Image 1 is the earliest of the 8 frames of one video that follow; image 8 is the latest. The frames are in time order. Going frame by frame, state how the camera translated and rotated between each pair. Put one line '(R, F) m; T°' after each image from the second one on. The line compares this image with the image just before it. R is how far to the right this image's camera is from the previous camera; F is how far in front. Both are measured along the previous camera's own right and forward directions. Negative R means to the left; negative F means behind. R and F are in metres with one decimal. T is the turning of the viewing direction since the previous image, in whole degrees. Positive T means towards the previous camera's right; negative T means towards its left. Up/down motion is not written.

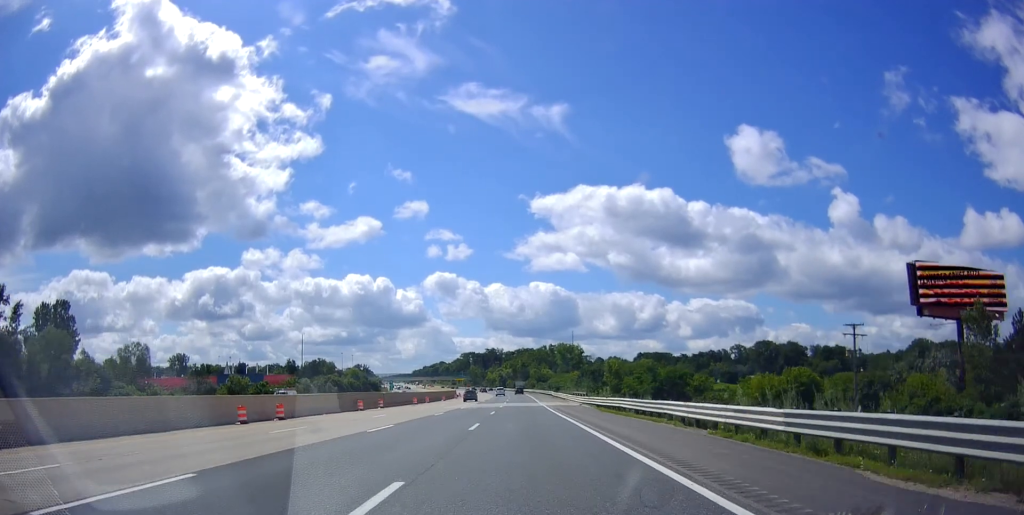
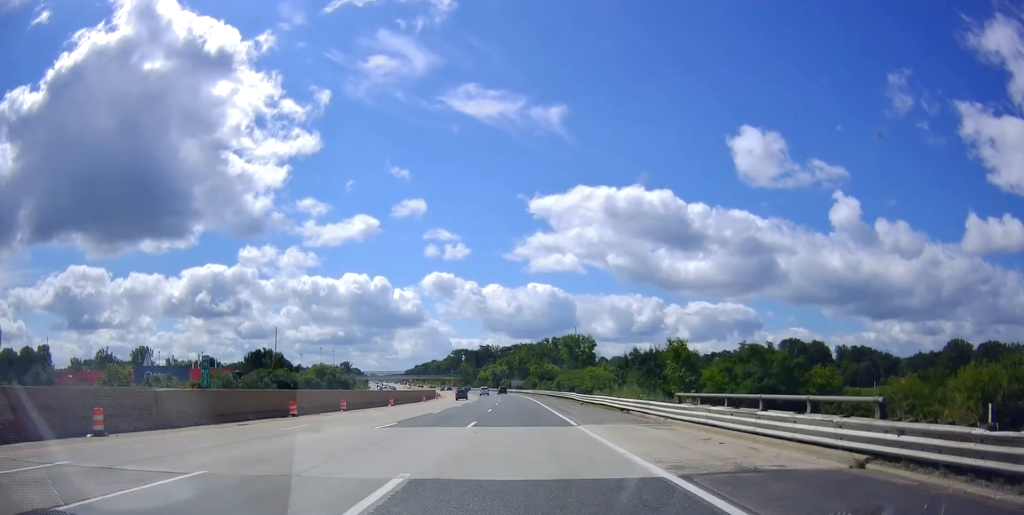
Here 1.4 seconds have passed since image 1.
(+0.2, +44.6) m; -1°
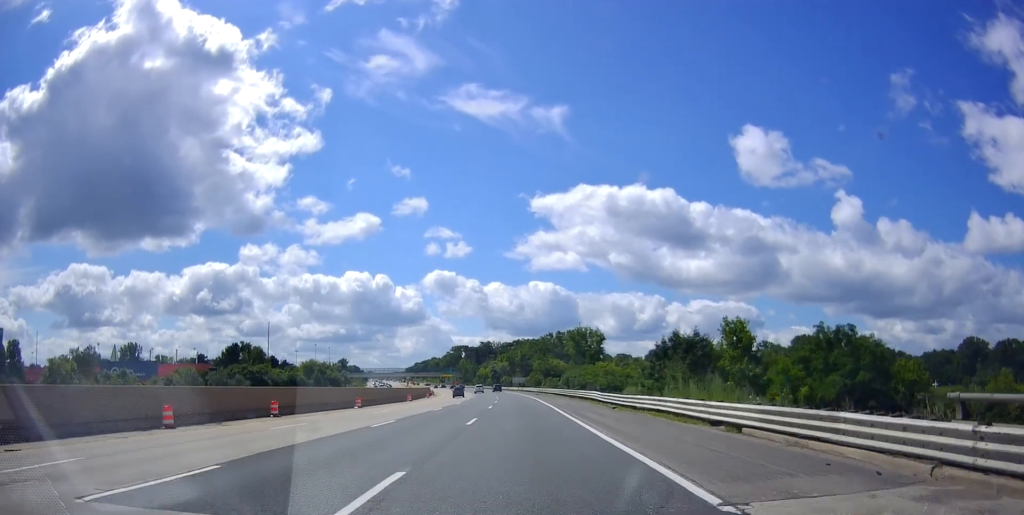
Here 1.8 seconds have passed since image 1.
(-0.1, +15.2) m; 0°
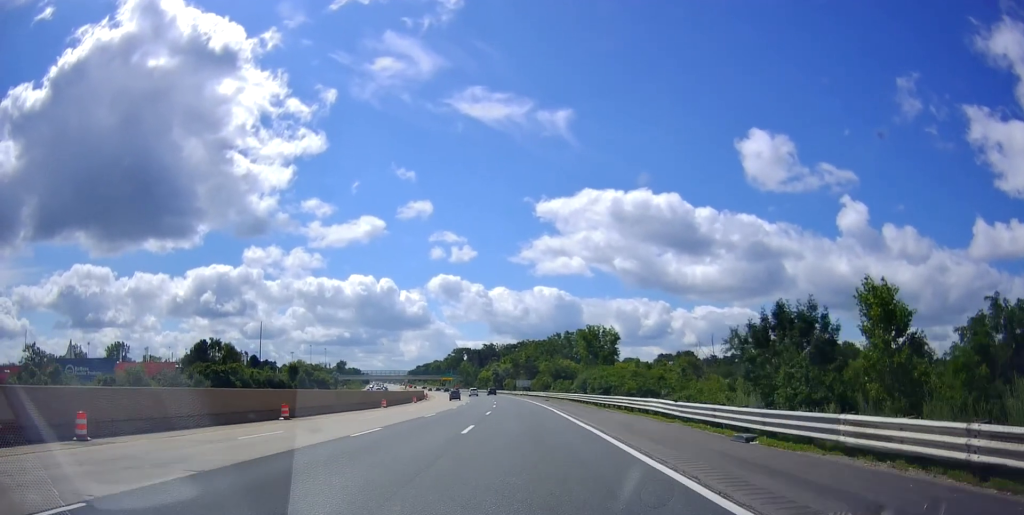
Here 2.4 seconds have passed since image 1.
(-0.3, +18.5) m; 0°
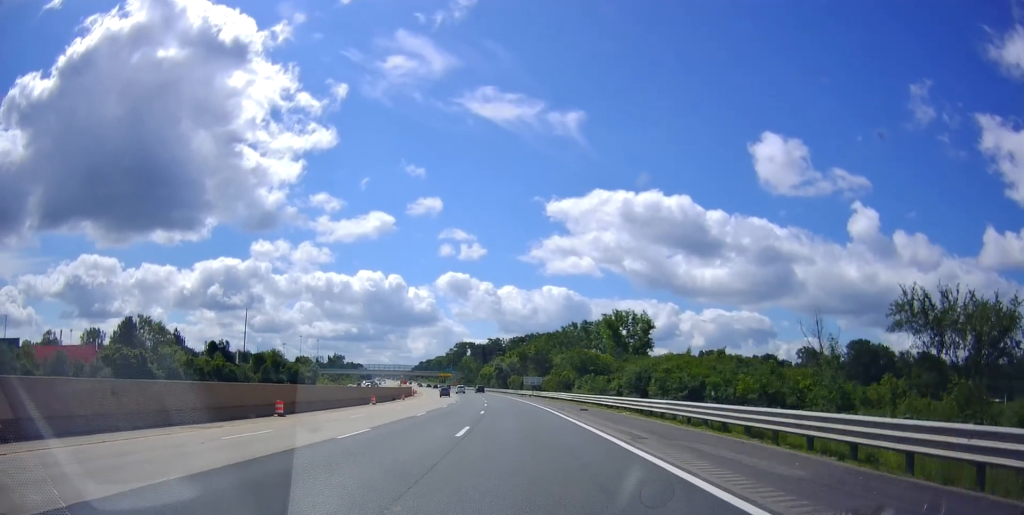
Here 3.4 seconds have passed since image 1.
(+0.6, +31.8) m; 0°
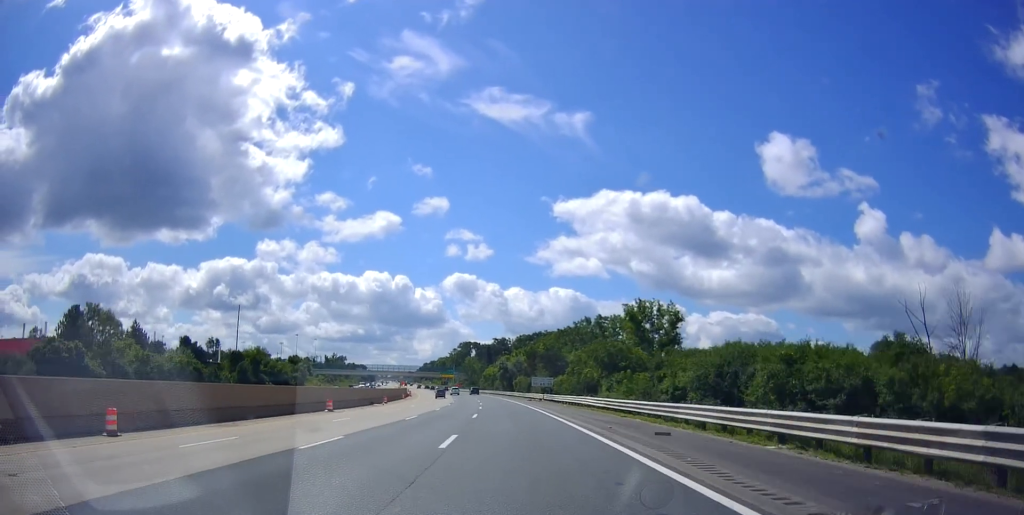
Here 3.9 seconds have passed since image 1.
(-0.2, +17.6) m; -1°
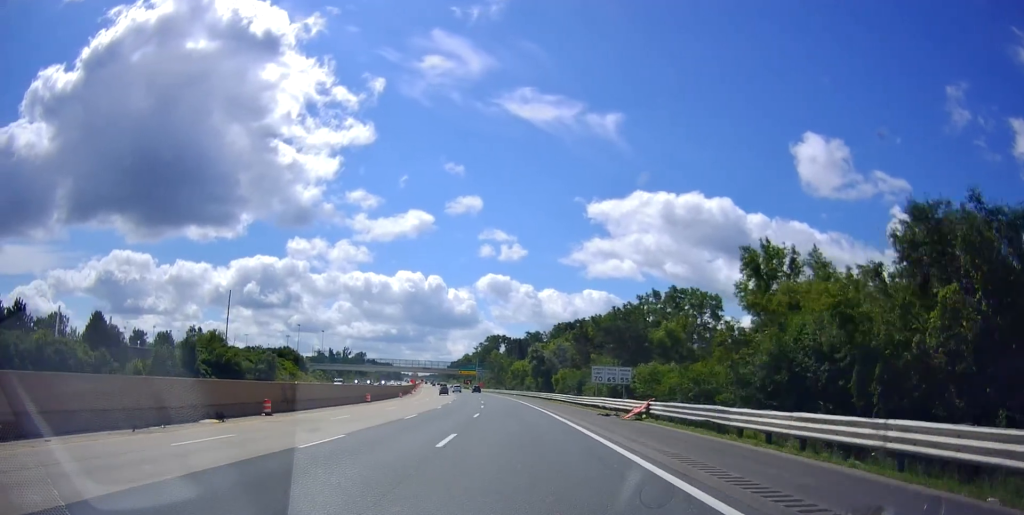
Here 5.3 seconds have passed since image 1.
(-0.7, +46.5) m; -2°
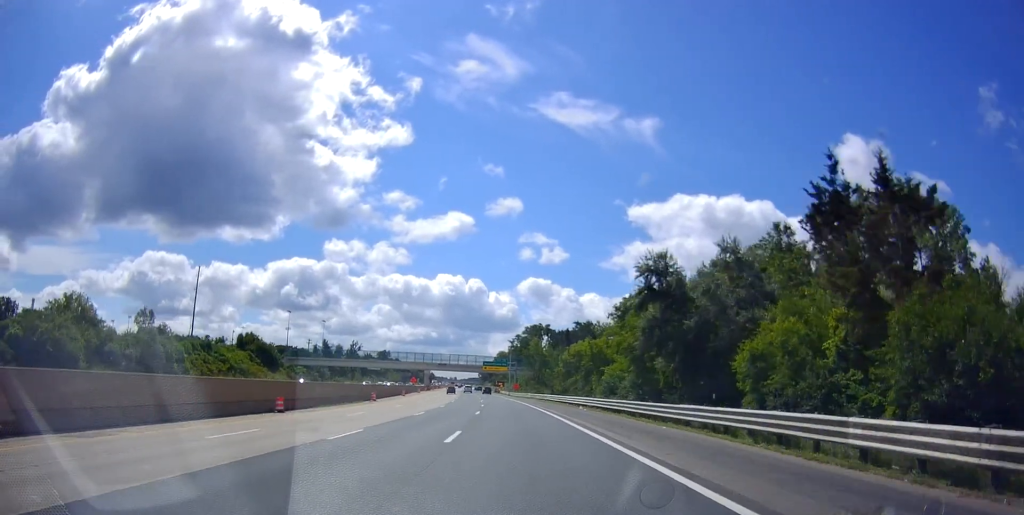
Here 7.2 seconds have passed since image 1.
(-1.0, +63.2) m; -2°
